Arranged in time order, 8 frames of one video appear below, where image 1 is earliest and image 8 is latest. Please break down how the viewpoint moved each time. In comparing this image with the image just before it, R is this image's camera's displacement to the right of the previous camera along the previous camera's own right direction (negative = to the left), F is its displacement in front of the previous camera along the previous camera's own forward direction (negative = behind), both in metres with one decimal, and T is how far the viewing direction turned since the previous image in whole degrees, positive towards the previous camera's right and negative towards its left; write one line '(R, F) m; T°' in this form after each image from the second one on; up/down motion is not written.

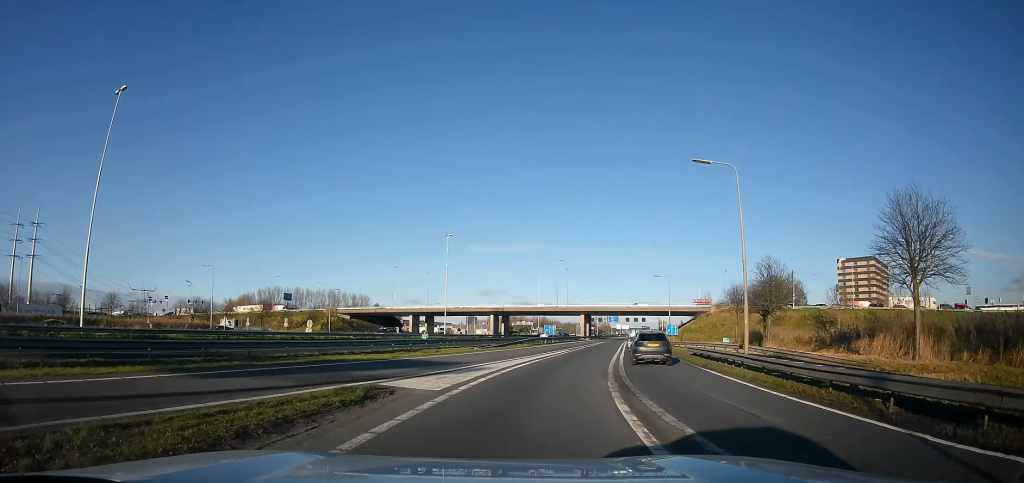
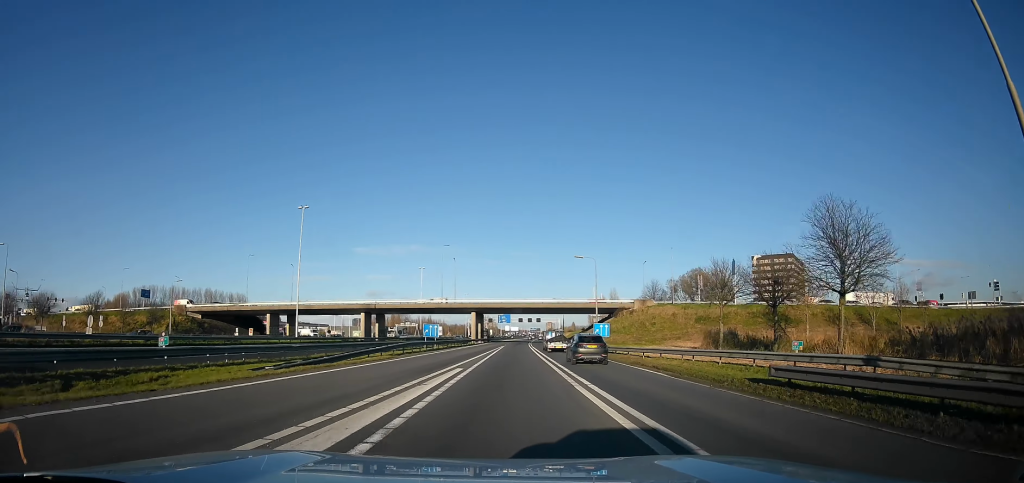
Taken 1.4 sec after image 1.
(+2.4, +20.3) m; +15°
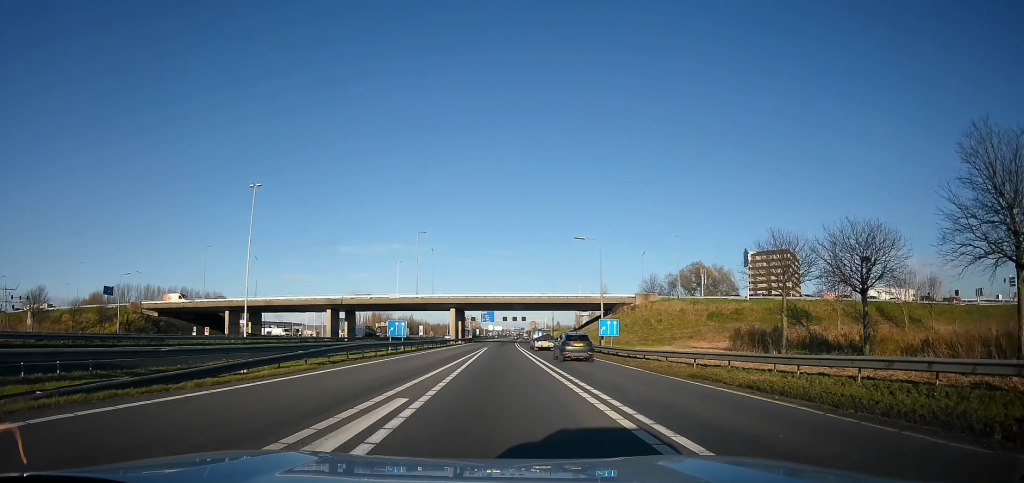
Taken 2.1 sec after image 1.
(+1.0, +10.1) m; +5°
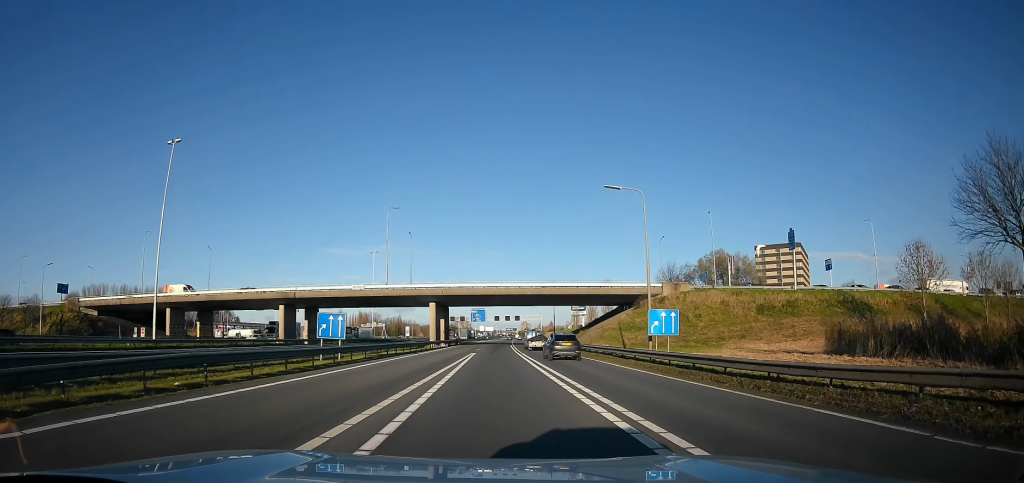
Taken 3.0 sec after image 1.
(-0.1, +15.7) m; +2°
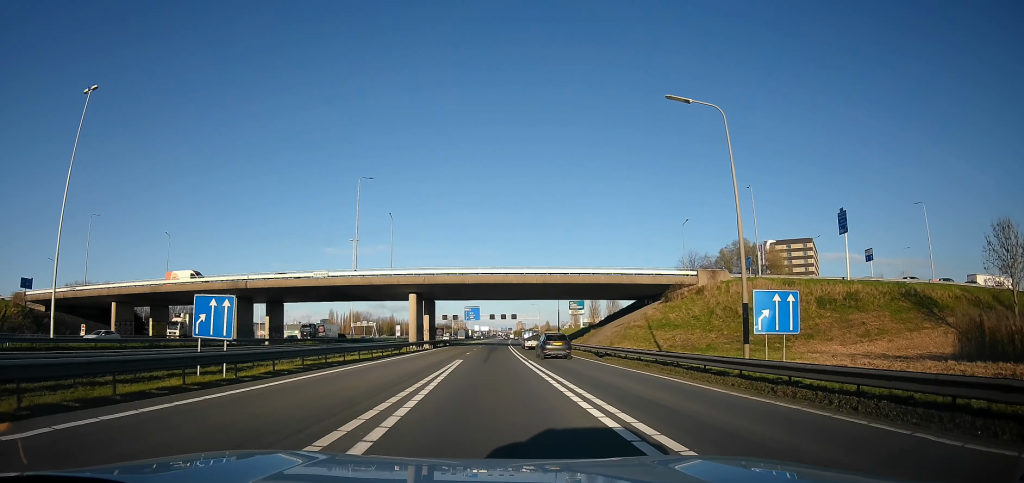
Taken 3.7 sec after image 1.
(+0.6, +11.8) m; 0°
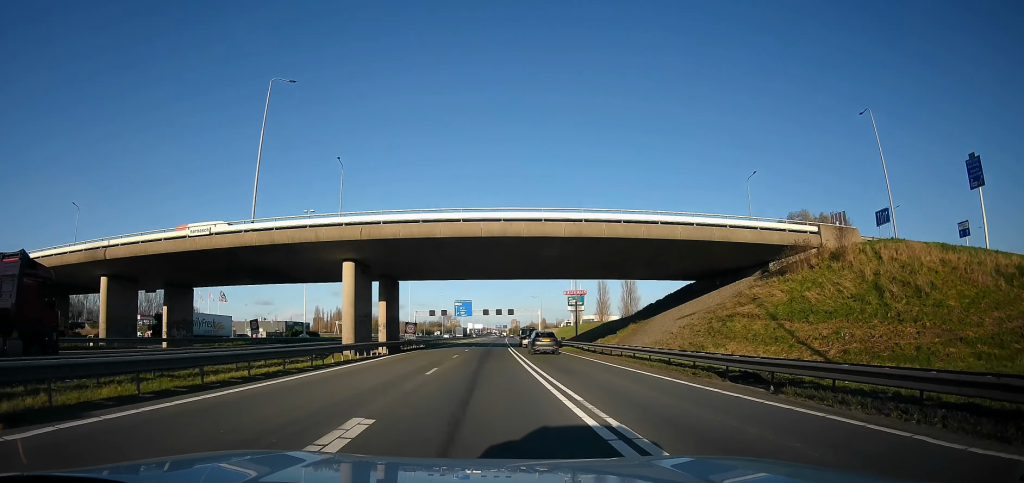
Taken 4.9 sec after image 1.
(-0.7, +20.7) m; -4°
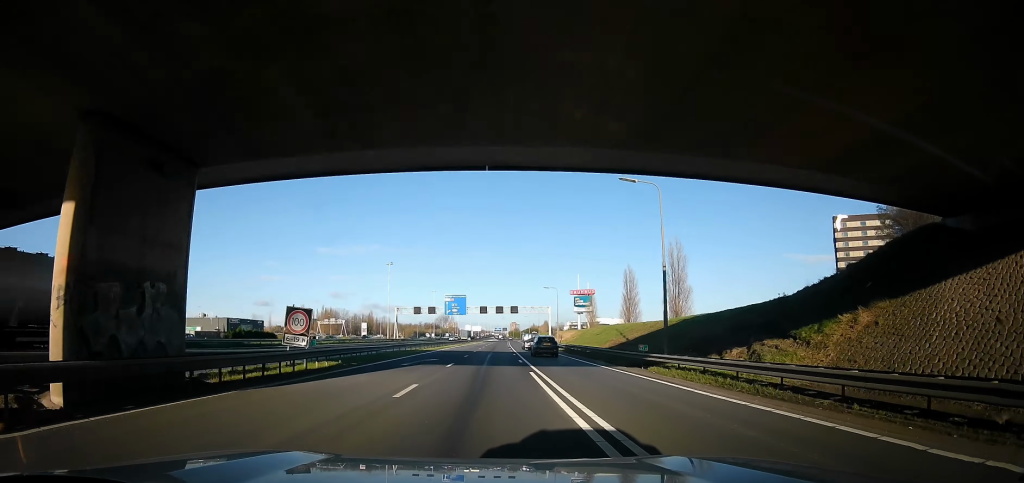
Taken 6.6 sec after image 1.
(-0.5, +29.4) m; 0°
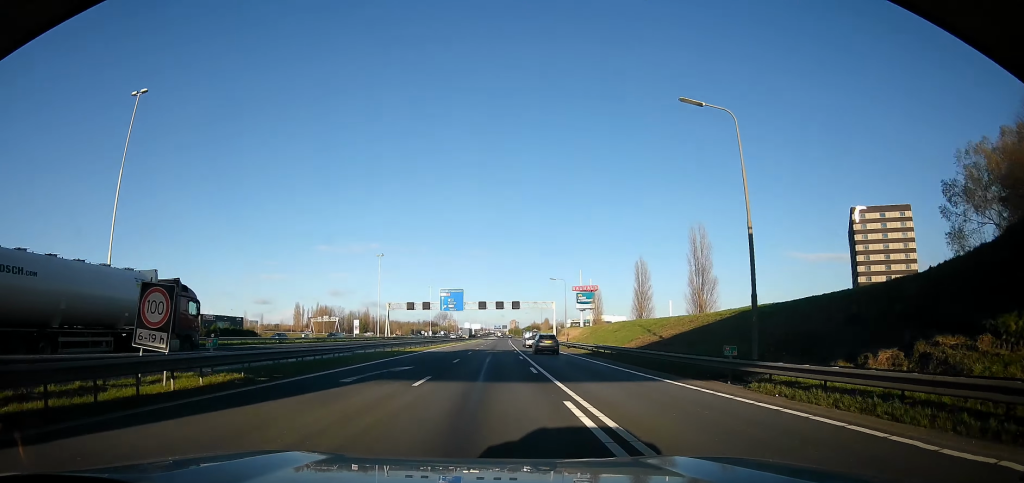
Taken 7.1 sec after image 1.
(0.0, +9.6) m; +1°
